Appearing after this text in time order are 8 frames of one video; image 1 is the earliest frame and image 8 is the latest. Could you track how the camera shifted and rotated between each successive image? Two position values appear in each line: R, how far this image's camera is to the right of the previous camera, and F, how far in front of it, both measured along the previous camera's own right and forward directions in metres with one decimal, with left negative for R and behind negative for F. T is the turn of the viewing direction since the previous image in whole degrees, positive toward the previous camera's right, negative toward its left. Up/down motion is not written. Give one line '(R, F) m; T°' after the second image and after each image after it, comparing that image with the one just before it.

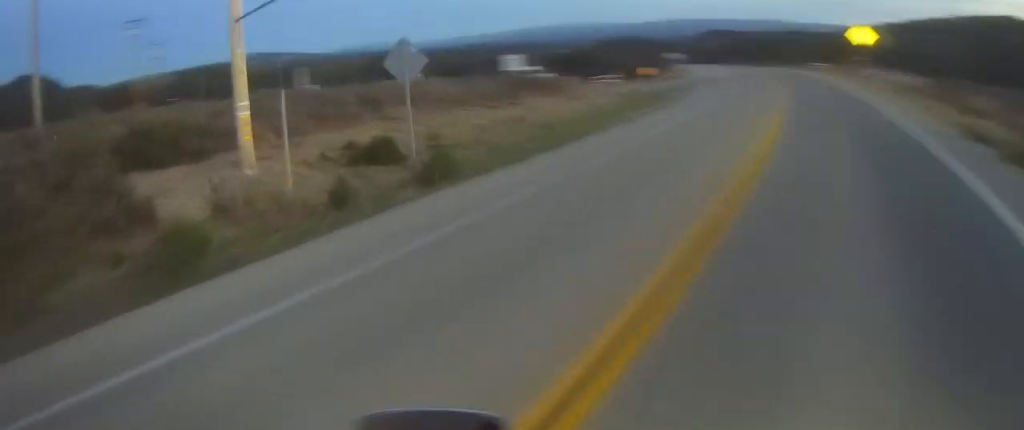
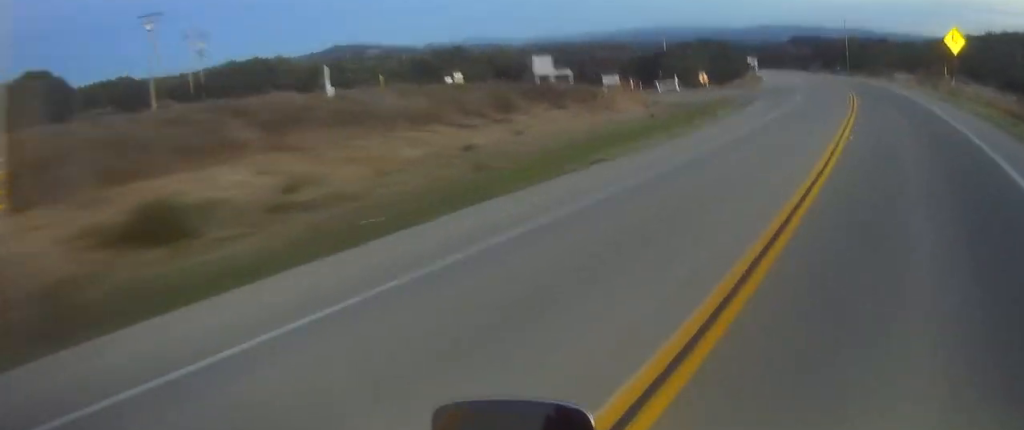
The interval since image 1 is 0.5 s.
(-0.1, +9.5) m; -2°
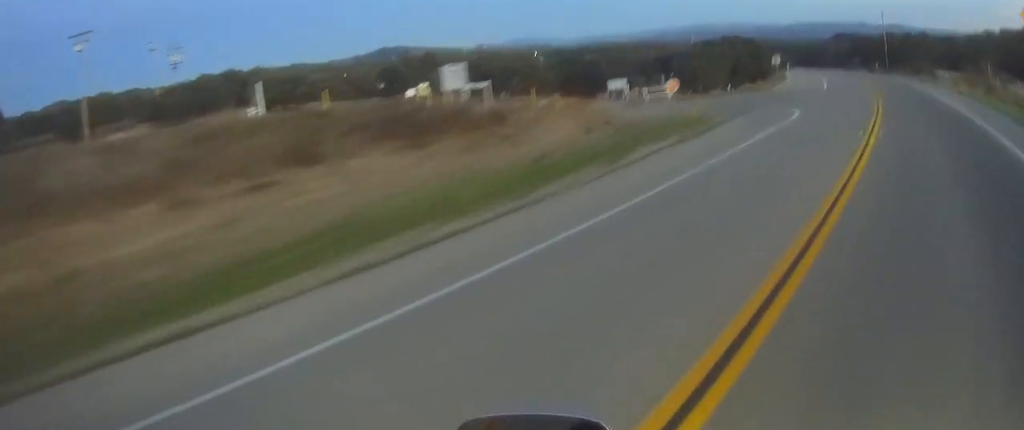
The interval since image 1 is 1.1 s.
(-0.4, +13.8) m; -2°
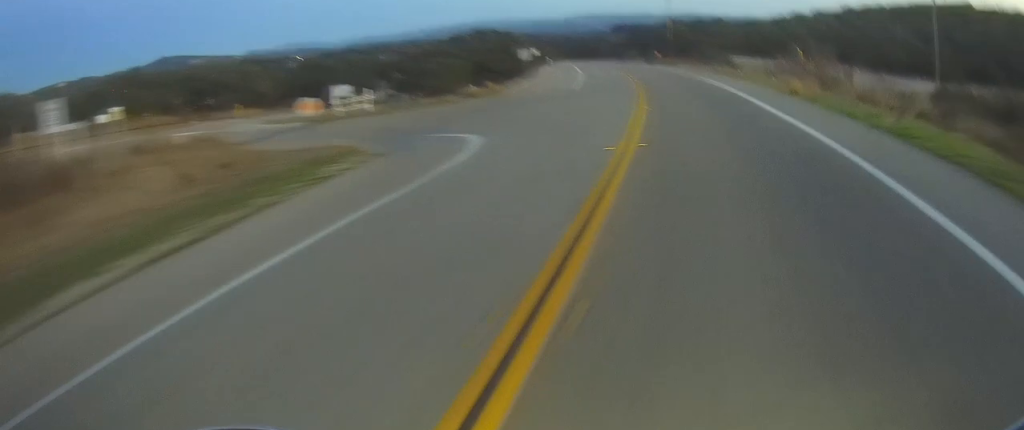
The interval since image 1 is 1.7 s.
(-0.2, +11.9) m; -1°
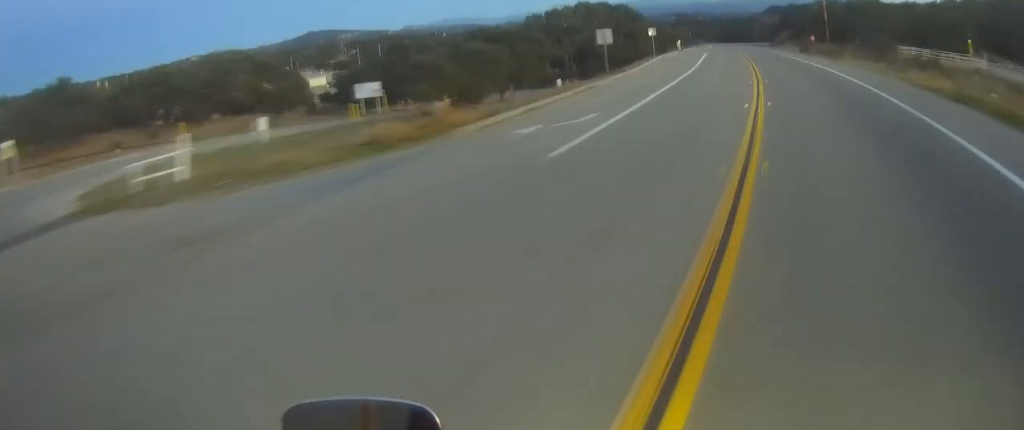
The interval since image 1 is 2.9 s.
(-0.7, +26.6) m; -5°
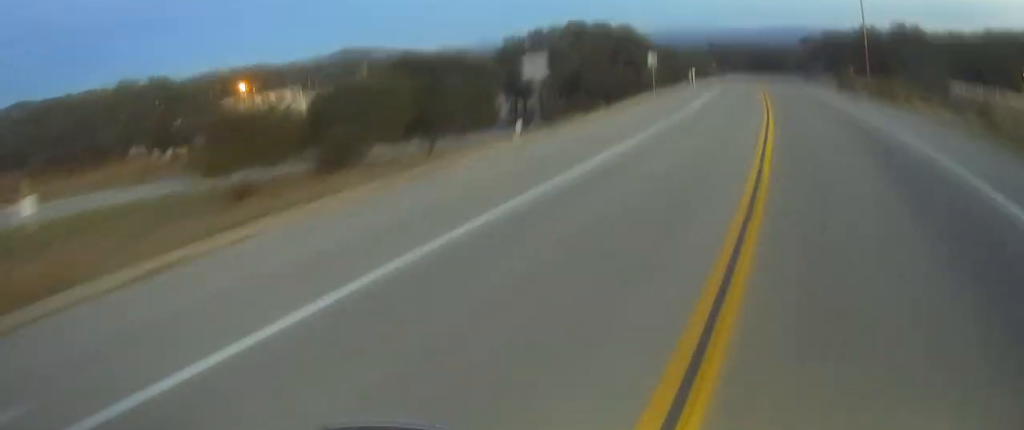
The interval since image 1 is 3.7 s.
(-0.5, +15.7) m; -5°
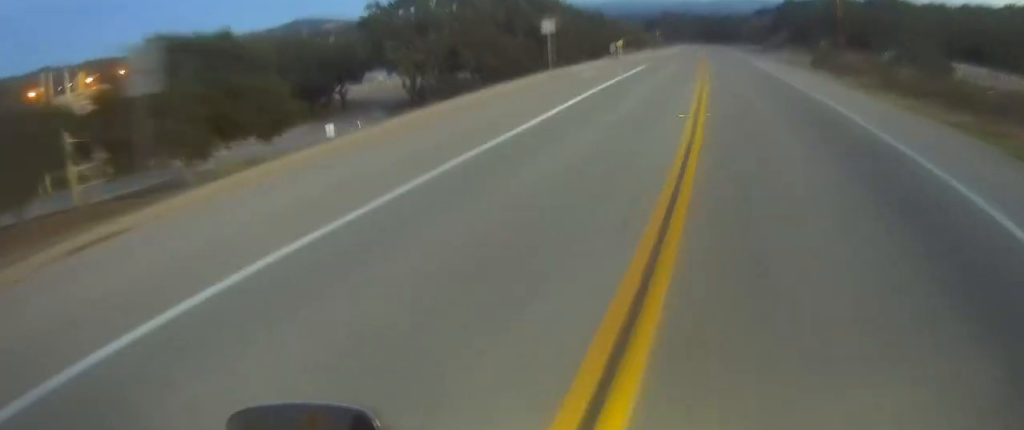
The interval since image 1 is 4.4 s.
(-0.9, +16.4) m; -3°
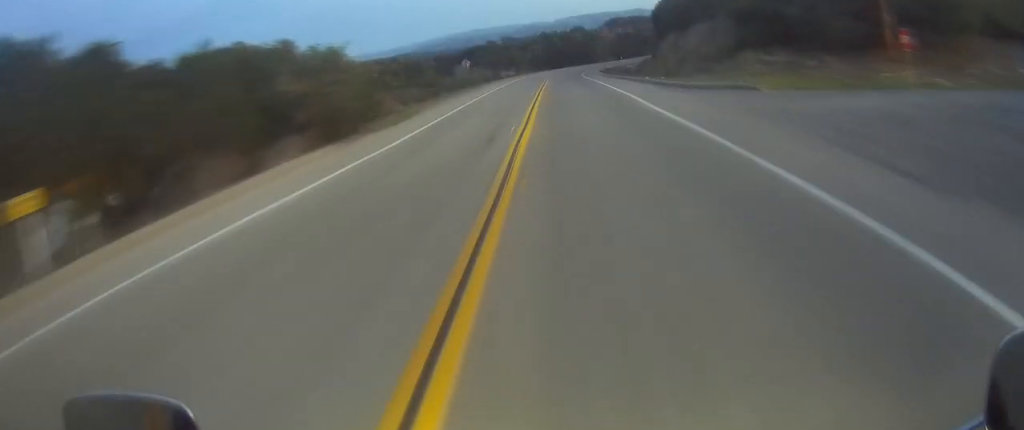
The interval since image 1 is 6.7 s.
(-2.1, +50.2) m; -3°
